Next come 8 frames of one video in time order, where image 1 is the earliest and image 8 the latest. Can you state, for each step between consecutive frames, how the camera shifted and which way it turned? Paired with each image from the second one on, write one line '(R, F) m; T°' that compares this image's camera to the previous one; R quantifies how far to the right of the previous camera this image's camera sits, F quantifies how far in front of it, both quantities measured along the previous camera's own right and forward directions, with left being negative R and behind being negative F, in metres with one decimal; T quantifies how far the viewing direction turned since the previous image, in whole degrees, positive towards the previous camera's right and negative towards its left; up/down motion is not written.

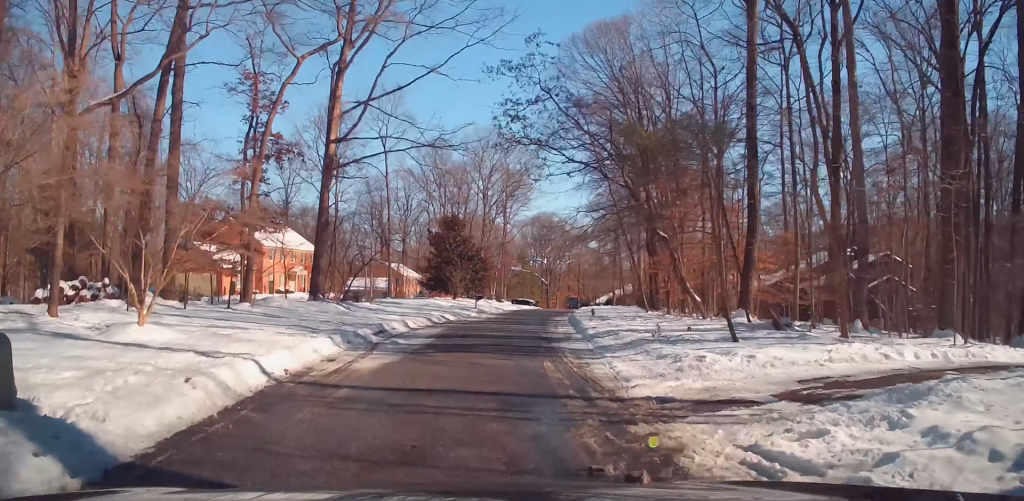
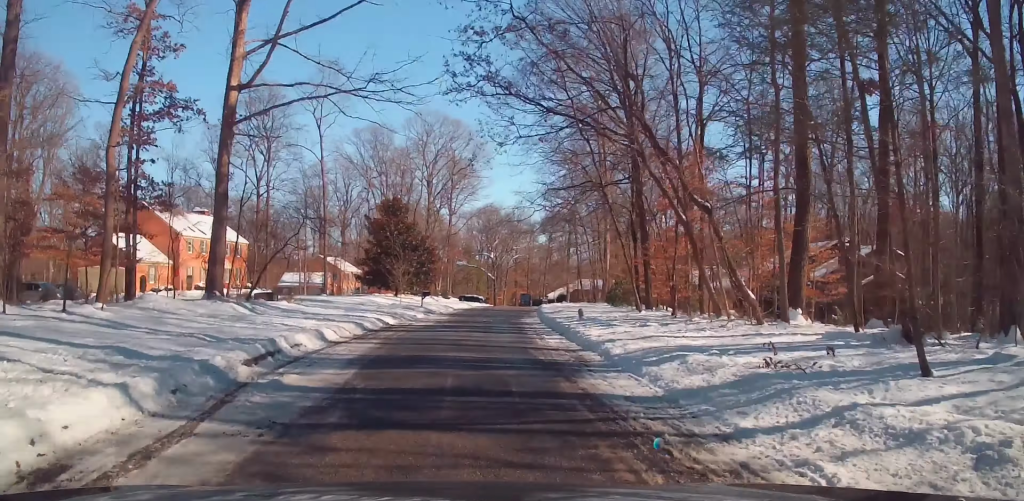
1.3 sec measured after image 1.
(+0.6, +8.9) m; +4°
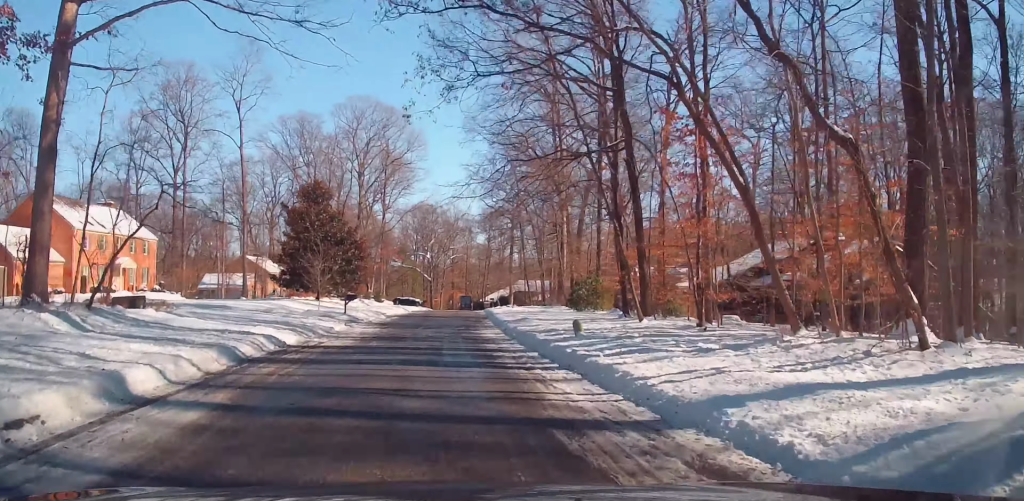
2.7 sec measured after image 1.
(+0.4, +9.1) m; +3°
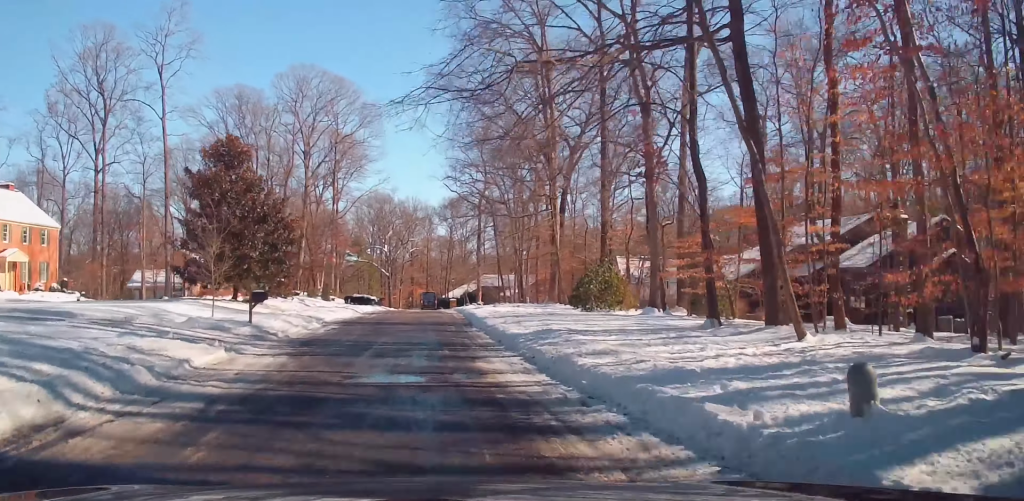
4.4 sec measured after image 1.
(-0.1, +12.1) m; +4°
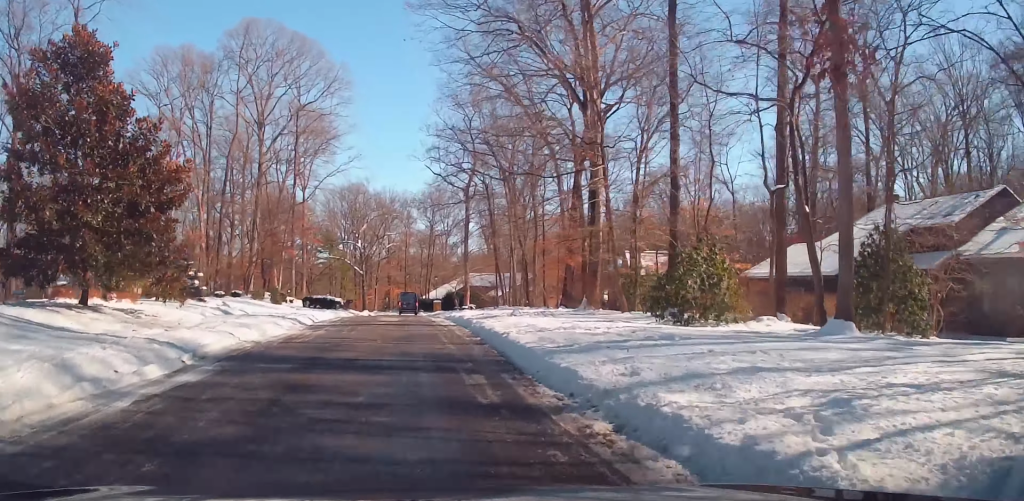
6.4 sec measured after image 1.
(+1.1, +14.4) m; +5°
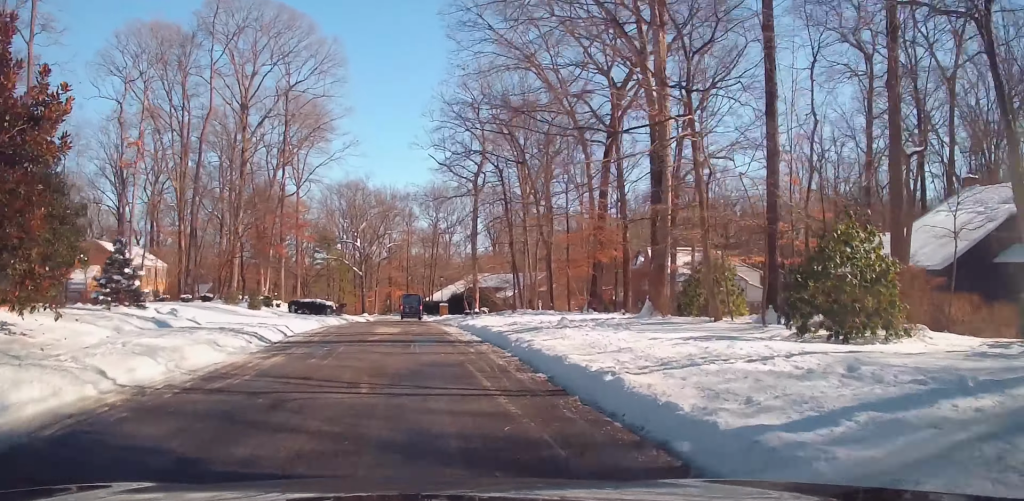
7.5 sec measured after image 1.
(+0.2, +8.4) m; 0°
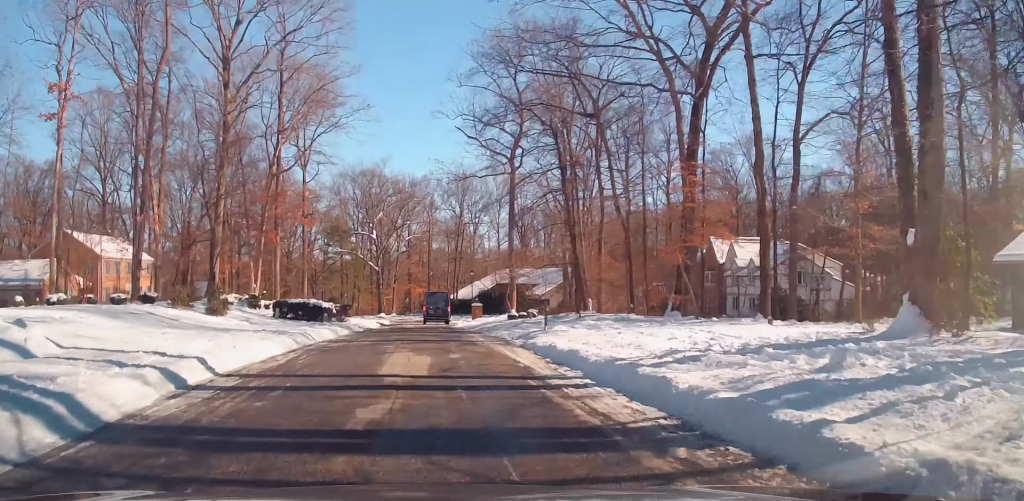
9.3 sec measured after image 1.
(0.0, +12.7) m; -2°
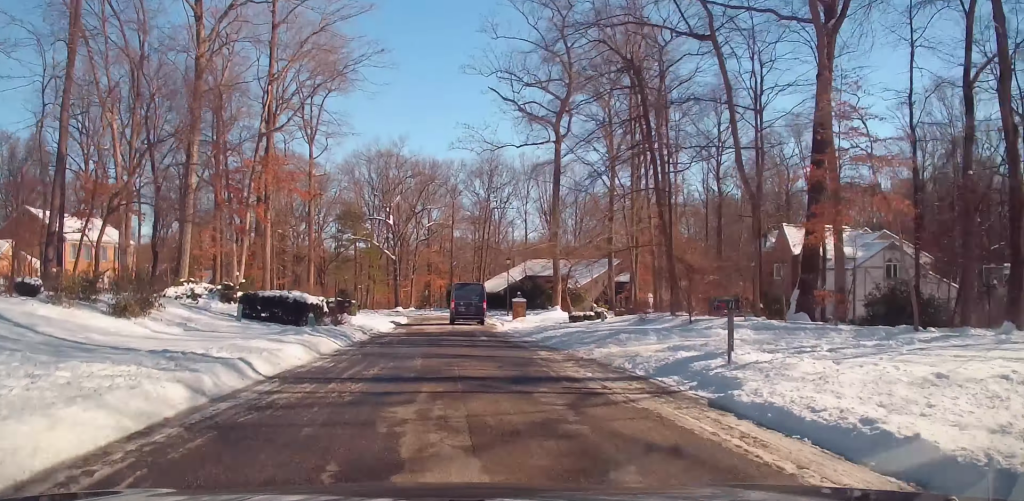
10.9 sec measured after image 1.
(-0.2, +11.4) m; -4°
